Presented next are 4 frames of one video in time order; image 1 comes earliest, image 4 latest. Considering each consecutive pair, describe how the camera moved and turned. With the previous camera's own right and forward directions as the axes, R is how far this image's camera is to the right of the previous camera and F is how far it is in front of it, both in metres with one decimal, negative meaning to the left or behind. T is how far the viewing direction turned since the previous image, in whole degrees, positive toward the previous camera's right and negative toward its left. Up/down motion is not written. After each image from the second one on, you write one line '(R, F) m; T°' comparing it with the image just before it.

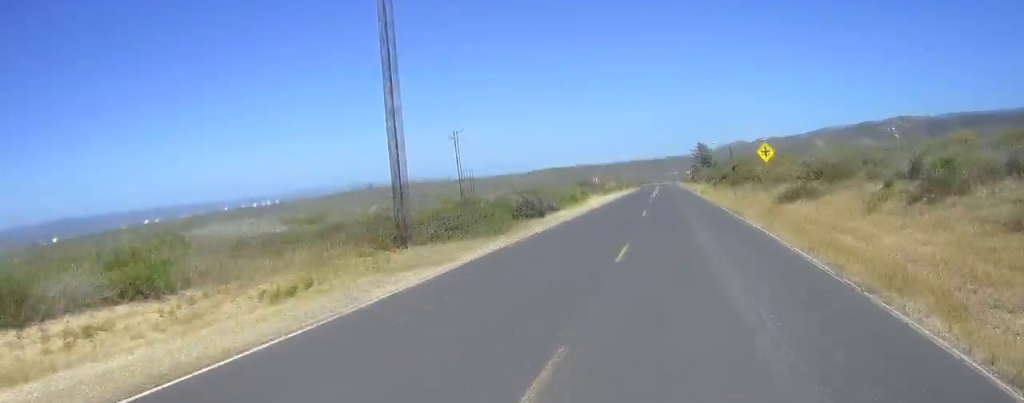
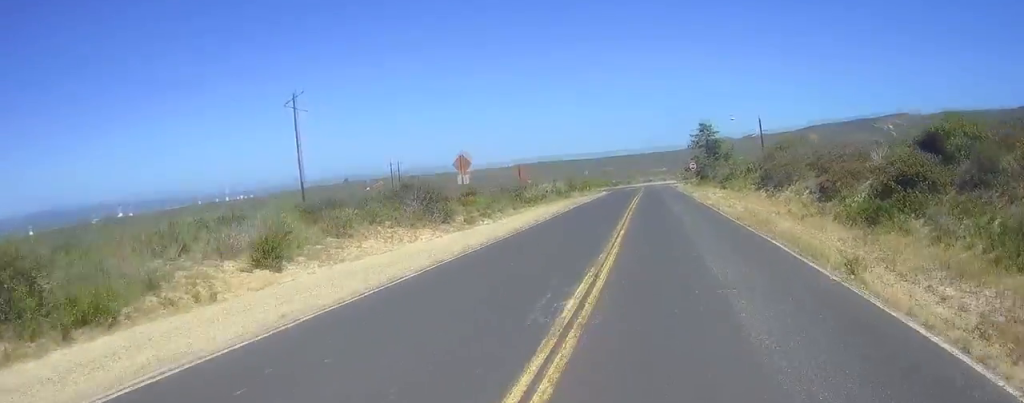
(-0.6, +59.4) m; -1°
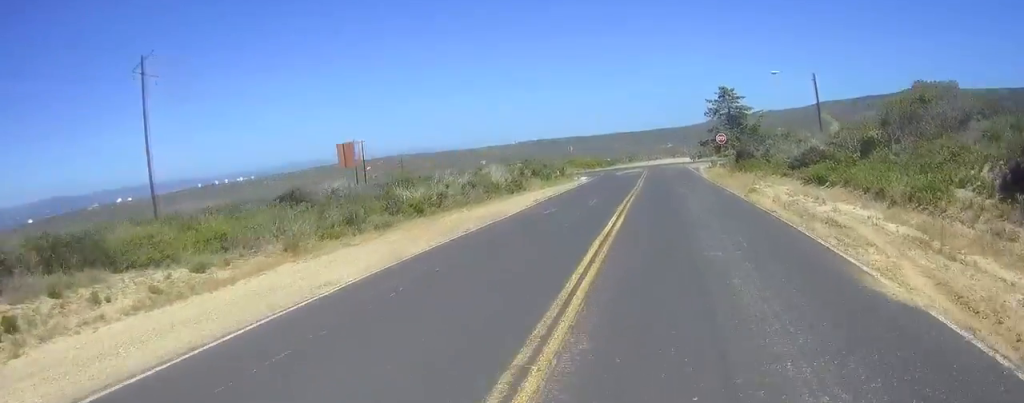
(+0.1, +28.9) m; 0°
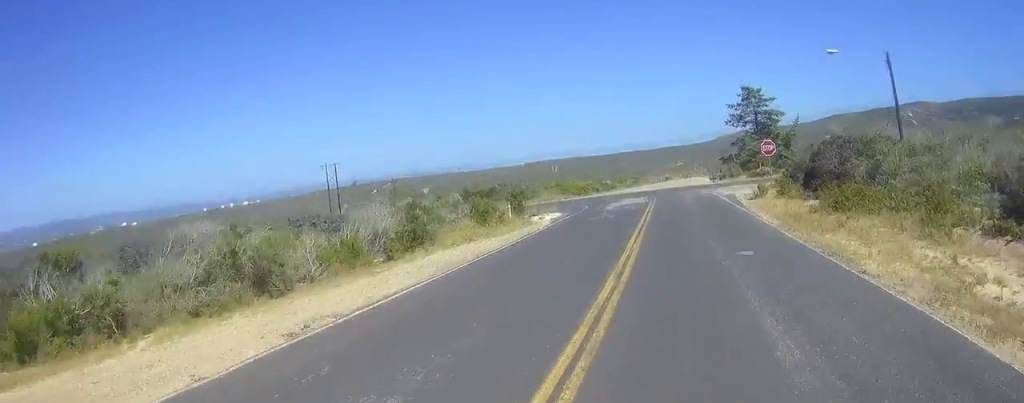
(+0.3, +19.6) m; +2°
